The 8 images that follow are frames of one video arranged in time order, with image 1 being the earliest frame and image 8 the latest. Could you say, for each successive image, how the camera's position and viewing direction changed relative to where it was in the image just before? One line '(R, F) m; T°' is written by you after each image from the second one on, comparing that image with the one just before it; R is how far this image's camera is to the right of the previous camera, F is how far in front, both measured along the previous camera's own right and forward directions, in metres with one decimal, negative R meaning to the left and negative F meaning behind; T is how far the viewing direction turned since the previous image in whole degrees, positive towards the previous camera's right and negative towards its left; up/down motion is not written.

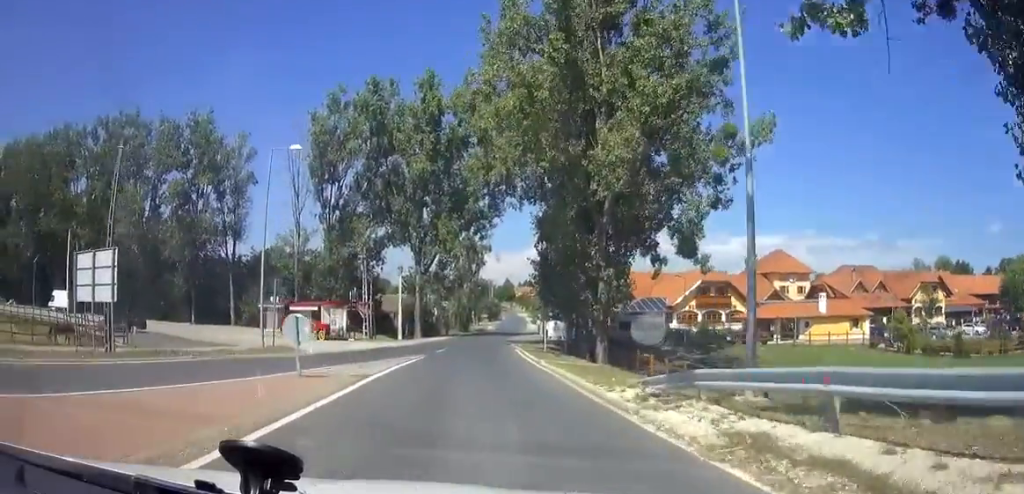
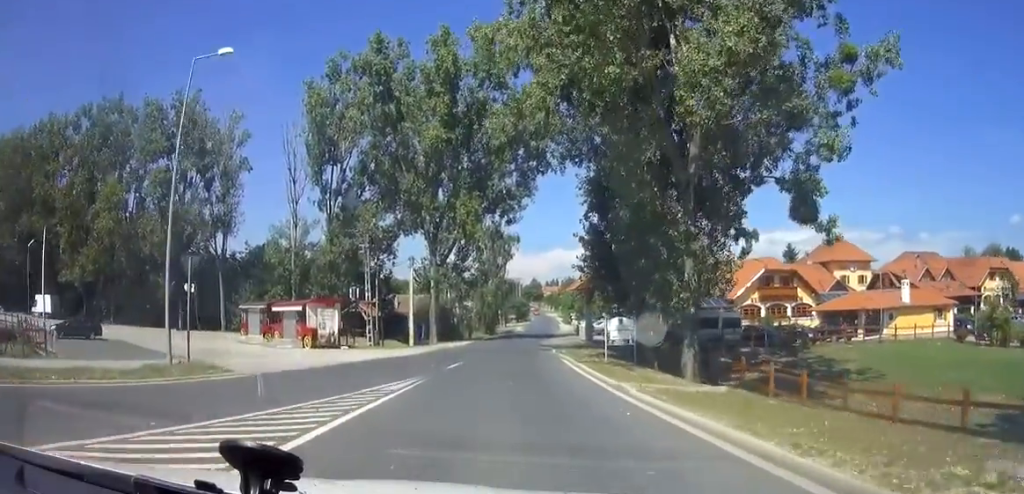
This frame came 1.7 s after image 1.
(-1.7, +9.5) m; -11°
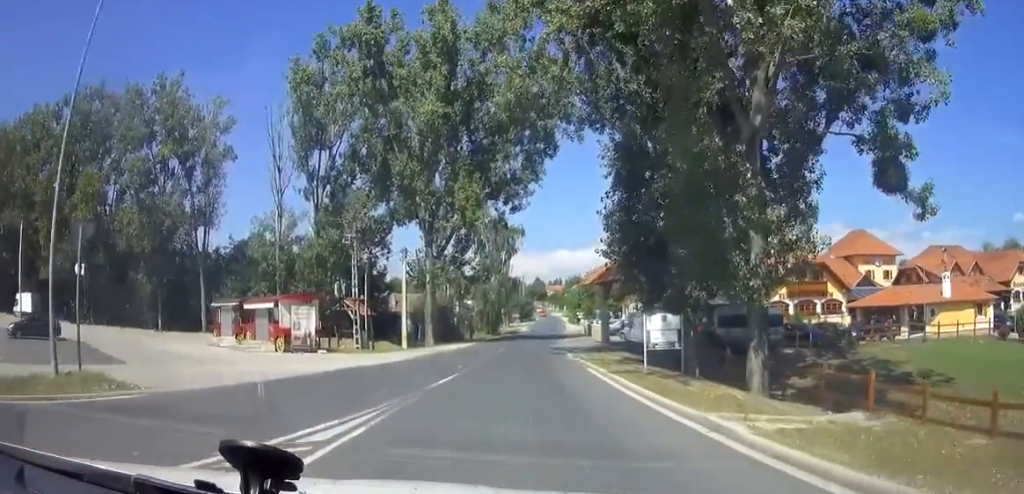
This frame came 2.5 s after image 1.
(0.0, +5.2) m; +1°
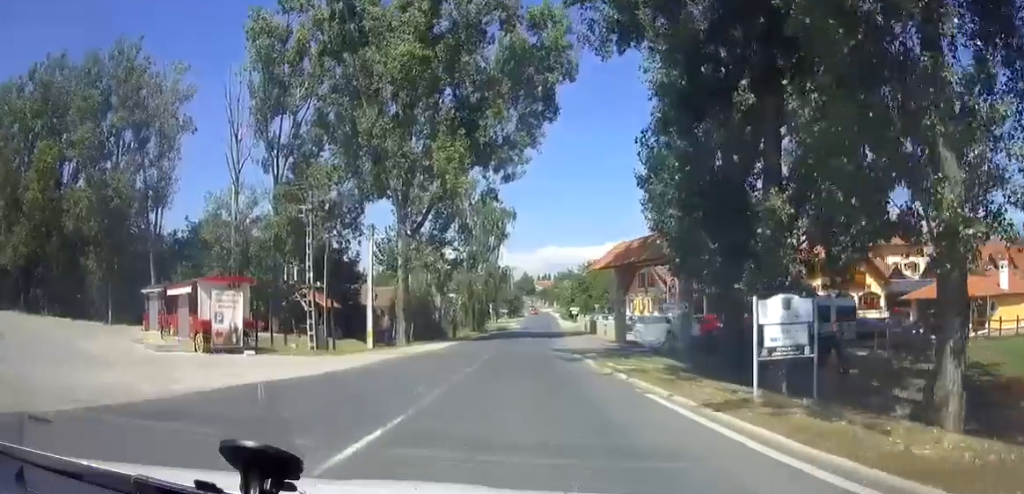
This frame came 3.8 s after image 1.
(+0.3, +8.1) m; +4°
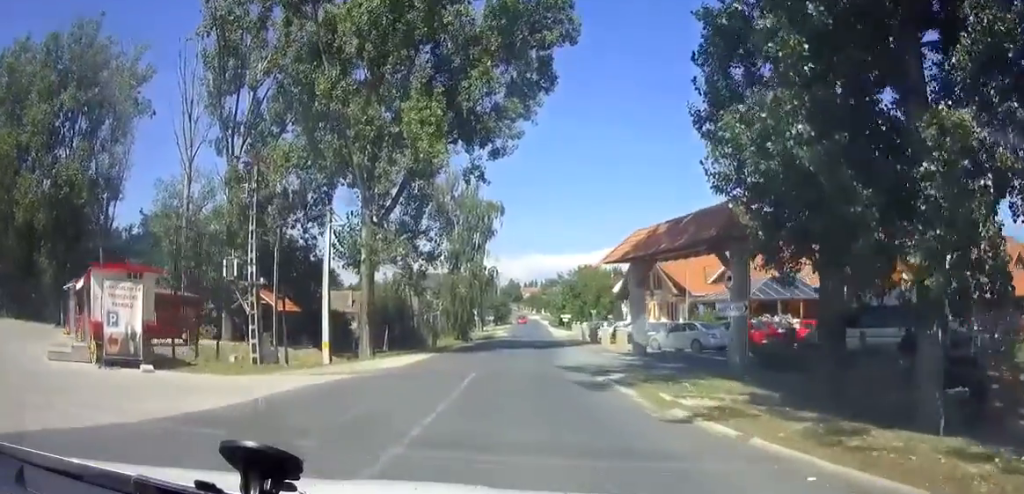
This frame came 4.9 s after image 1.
(+0.1, +7.3) m; +2°
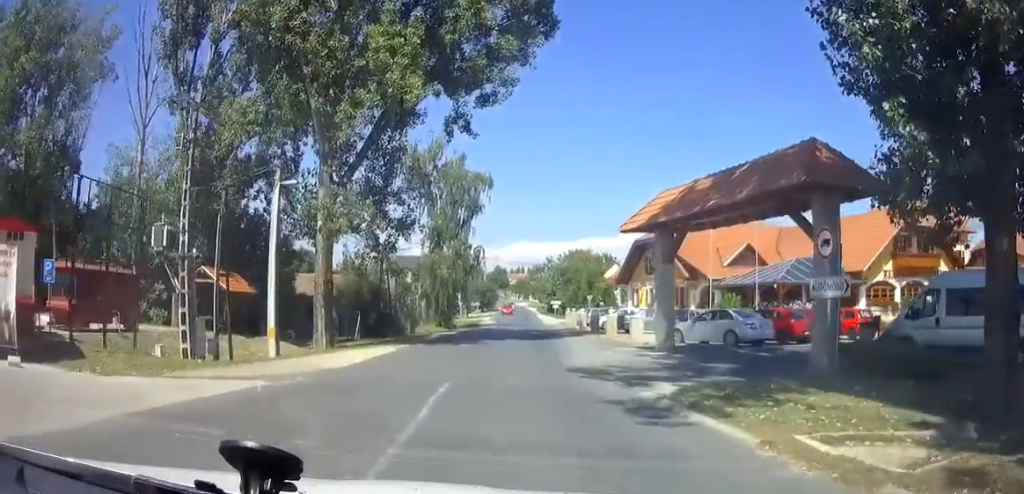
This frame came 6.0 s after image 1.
(+0.2, +6.9) m; +4°
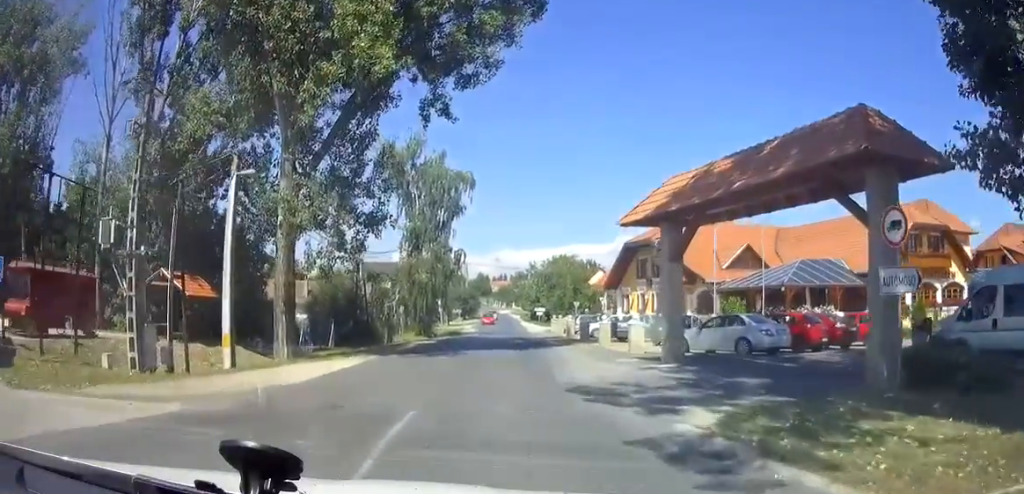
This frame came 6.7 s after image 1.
(+0.1, +3.5) m; +2°
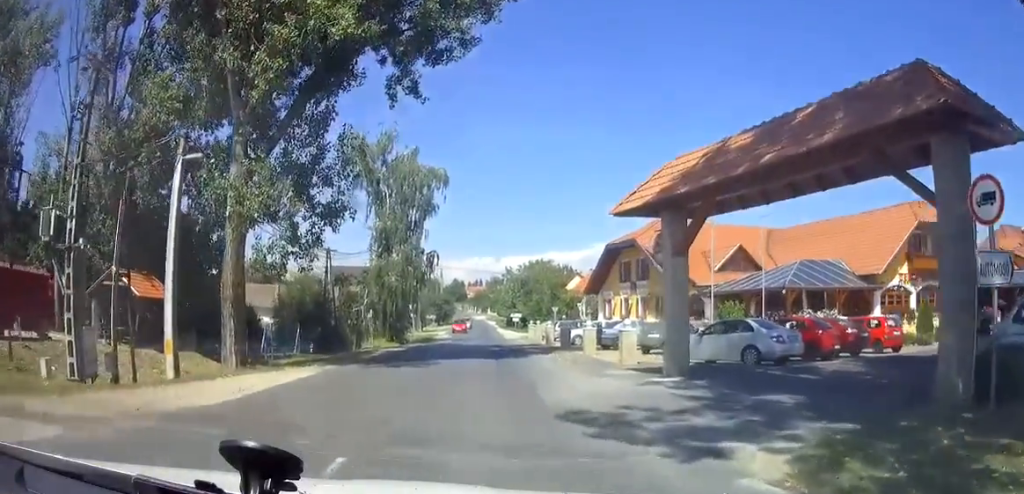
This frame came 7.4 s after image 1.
(+0.1, +3.3) m; +1°
